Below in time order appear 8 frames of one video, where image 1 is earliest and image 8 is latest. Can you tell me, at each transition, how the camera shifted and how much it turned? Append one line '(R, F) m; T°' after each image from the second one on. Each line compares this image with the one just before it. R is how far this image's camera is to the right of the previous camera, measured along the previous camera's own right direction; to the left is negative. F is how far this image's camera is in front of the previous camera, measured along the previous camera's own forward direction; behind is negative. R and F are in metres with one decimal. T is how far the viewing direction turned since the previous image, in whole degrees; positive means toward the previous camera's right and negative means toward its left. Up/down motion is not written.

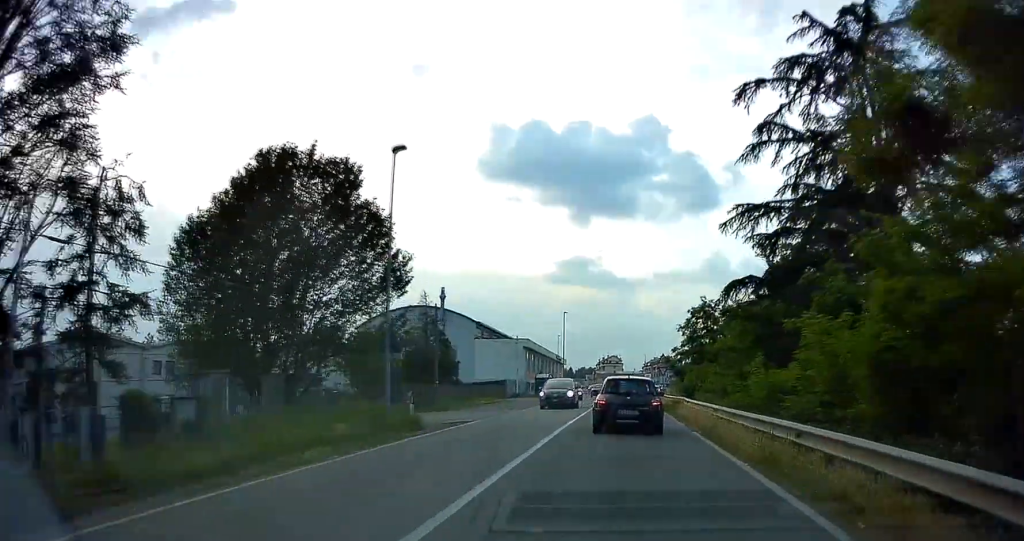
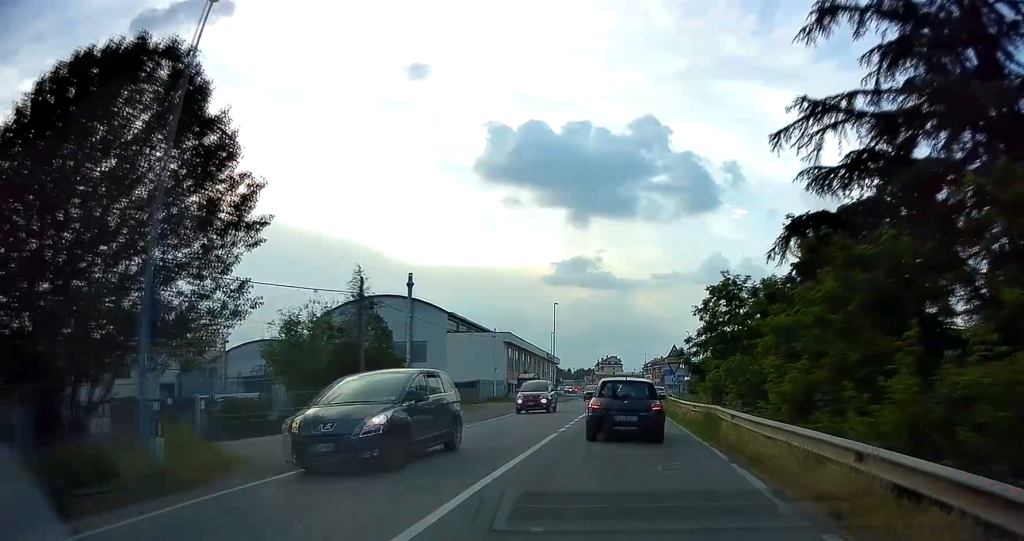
(+0.2, +12.6) m; +1°
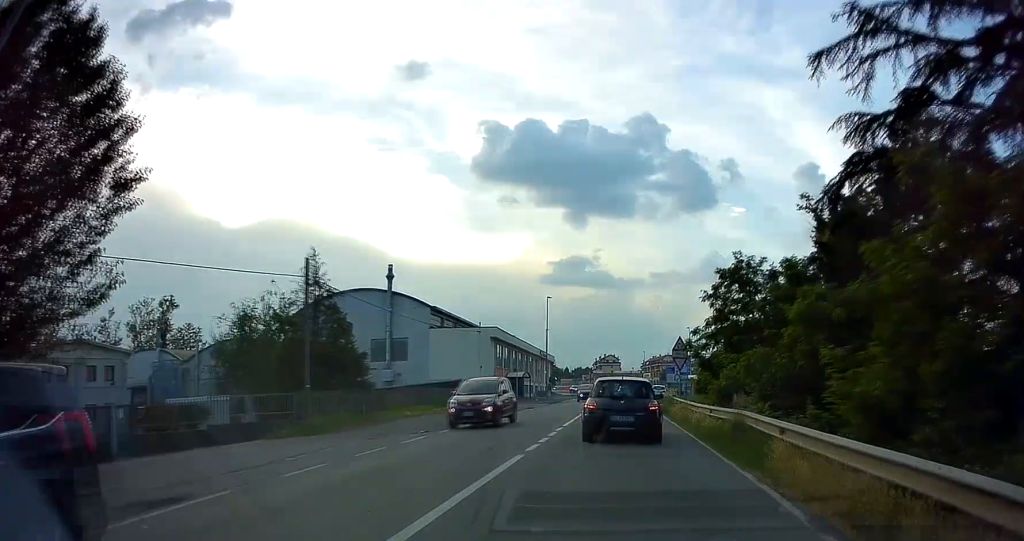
(0.0, +5.4) m; 0°
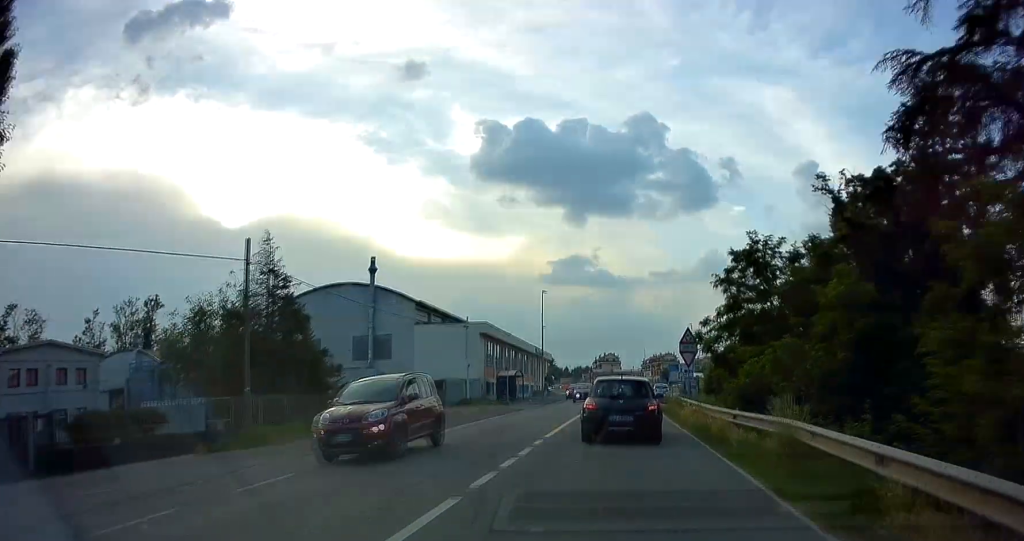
(0.0, +4.3) m; -1°
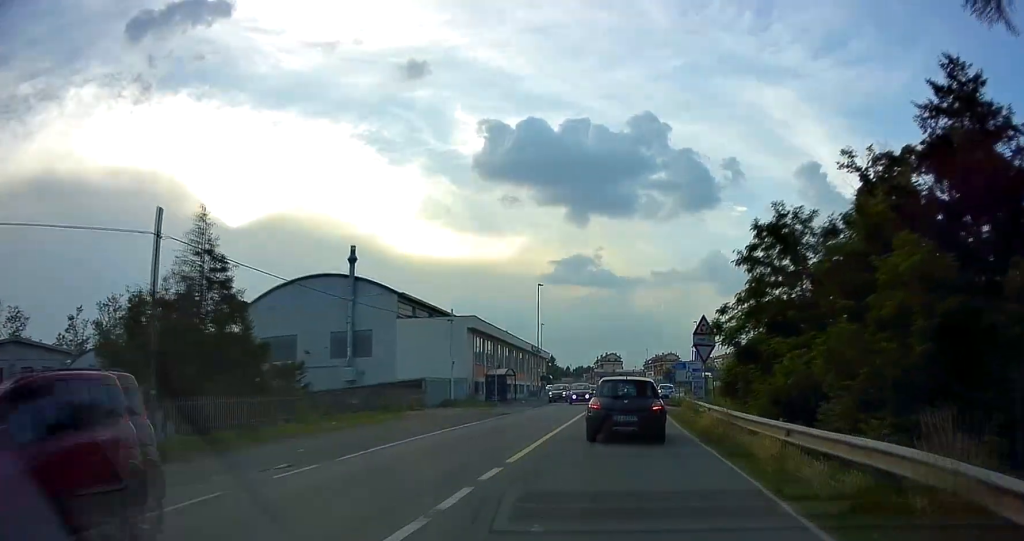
(0.0, +5.0) m; -1°
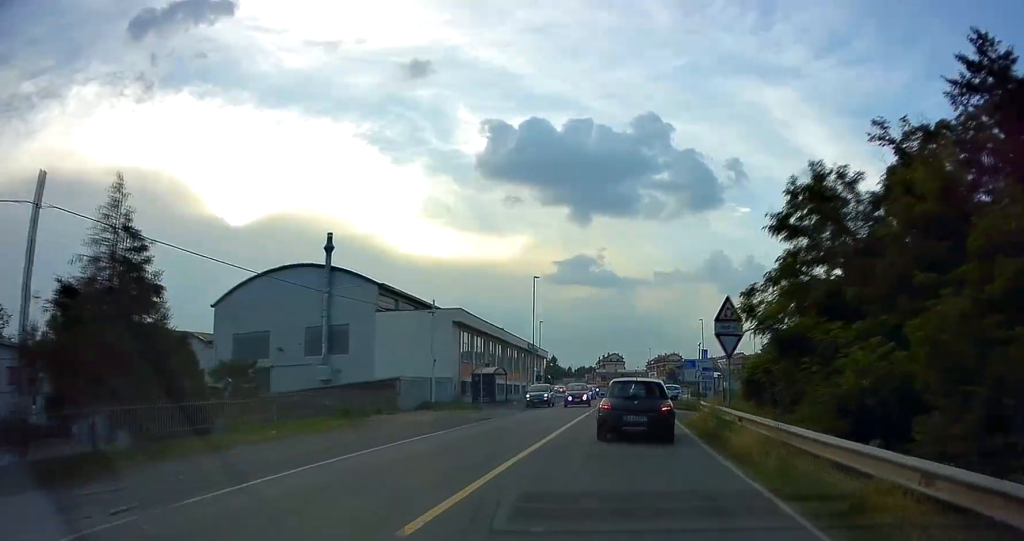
(-0.2, +5.0) m; 0°
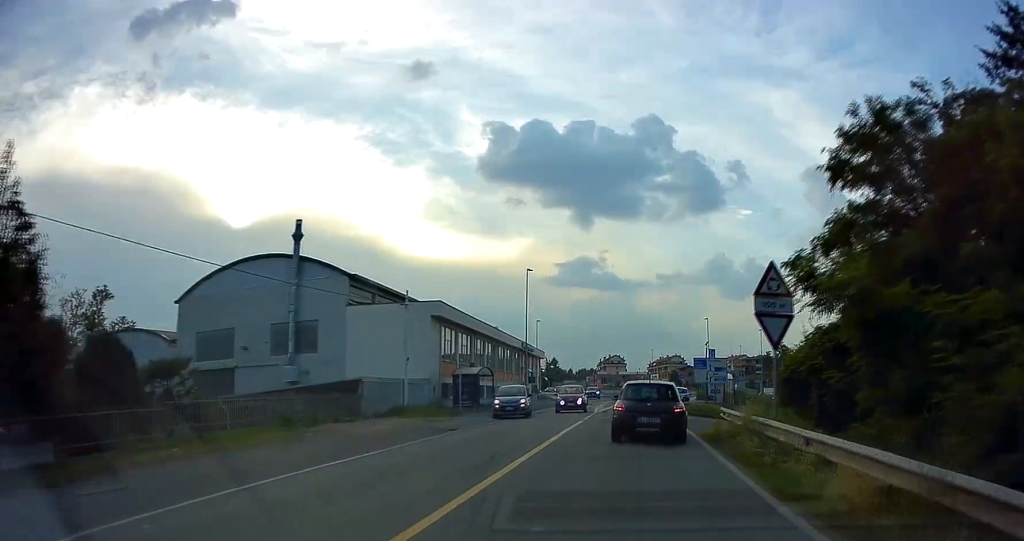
(0.0, +5.3) m; 0°
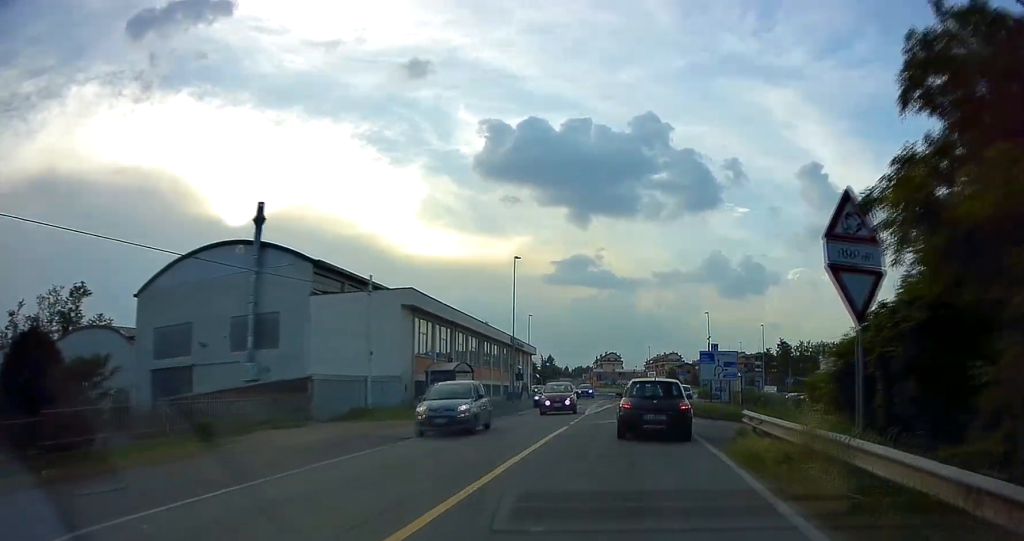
(+0.1, +4.5) m; +1°
